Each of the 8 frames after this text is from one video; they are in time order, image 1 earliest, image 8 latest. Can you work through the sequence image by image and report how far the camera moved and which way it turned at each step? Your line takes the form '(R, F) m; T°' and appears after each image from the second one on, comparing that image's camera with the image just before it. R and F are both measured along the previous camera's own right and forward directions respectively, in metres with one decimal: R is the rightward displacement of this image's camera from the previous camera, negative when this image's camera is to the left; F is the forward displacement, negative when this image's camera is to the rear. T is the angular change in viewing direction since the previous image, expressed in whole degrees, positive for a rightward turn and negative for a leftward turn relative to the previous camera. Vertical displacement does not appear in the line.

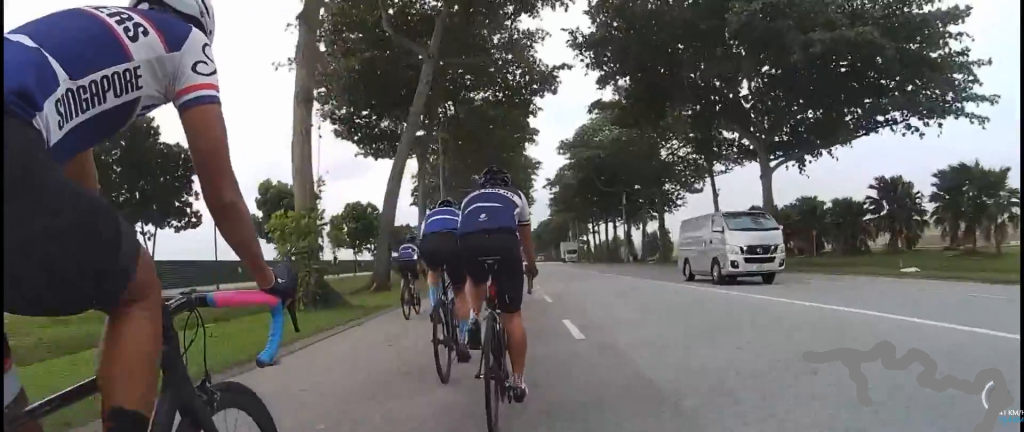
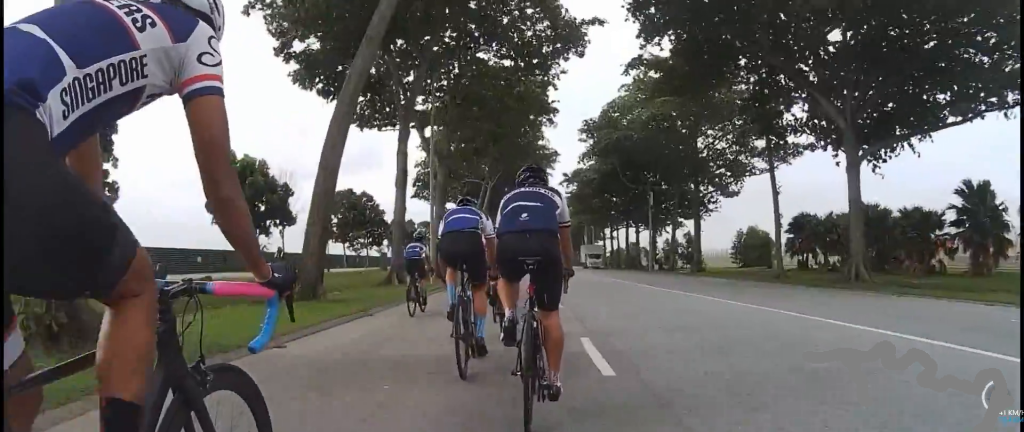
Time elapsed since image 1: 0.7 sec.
(-0.3, +7.7) m; 0°
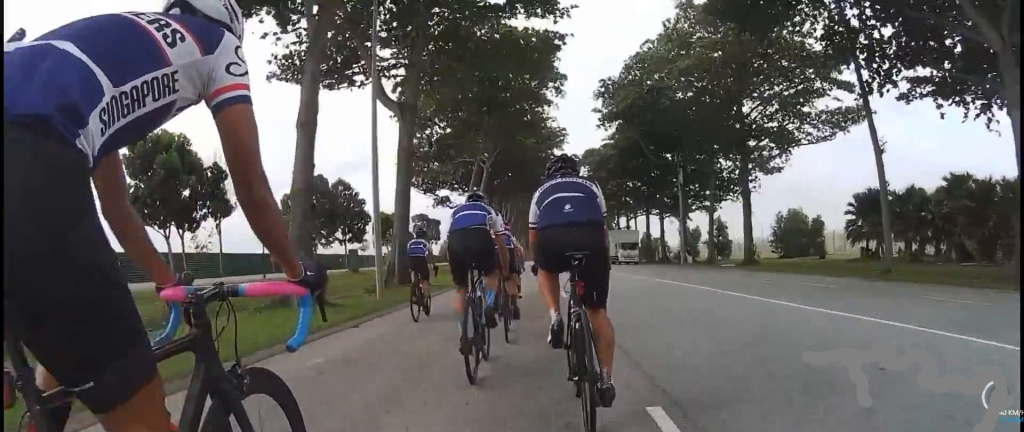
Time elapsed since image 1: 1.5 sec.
(+0.6, +9.7) m; 0°
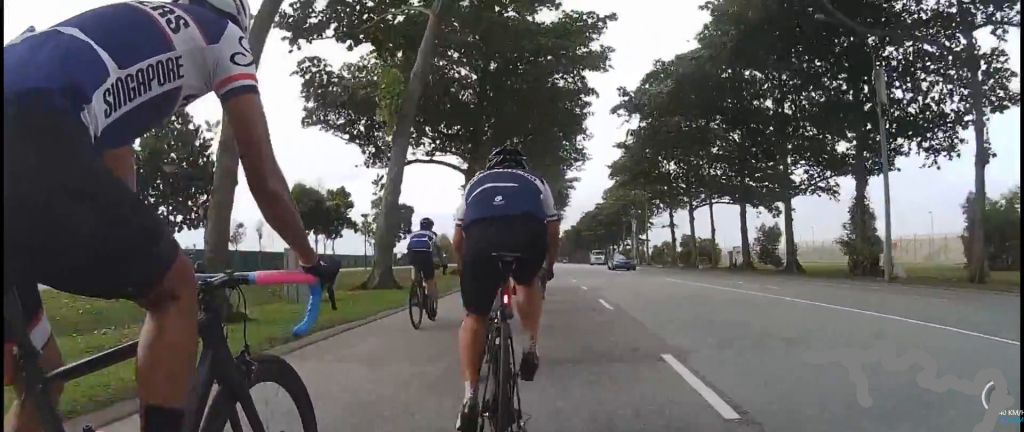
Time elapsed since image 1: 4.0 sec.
(-1.1, +27.5) m; 0°
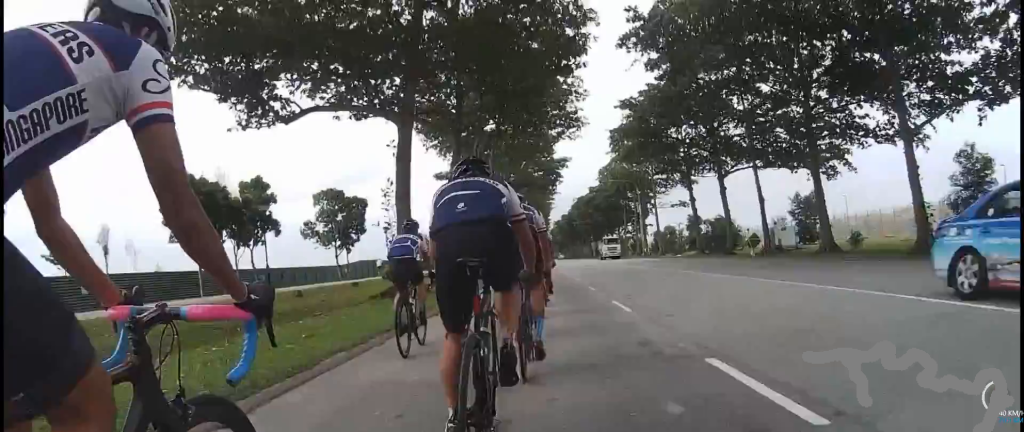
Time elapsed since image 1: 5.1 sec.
(0.0, +12.9) m; +2°
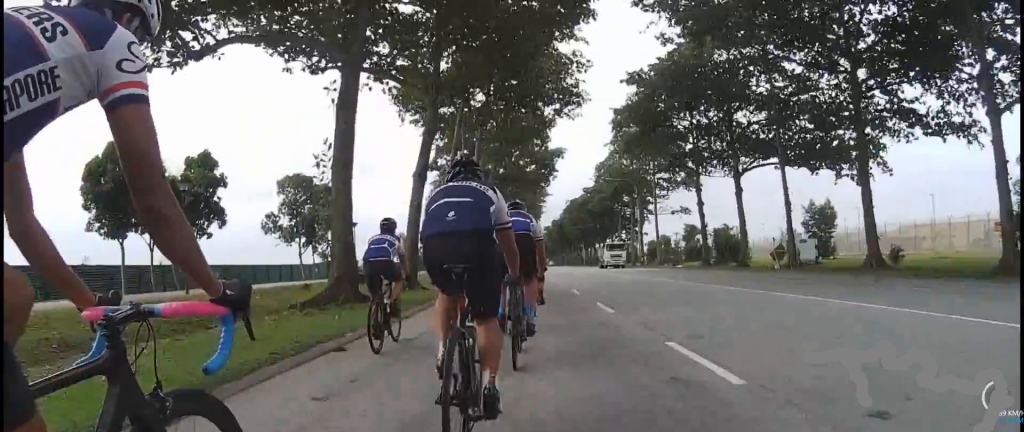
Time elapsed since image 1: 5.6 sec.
(-0.4, +5.2) m; +1°
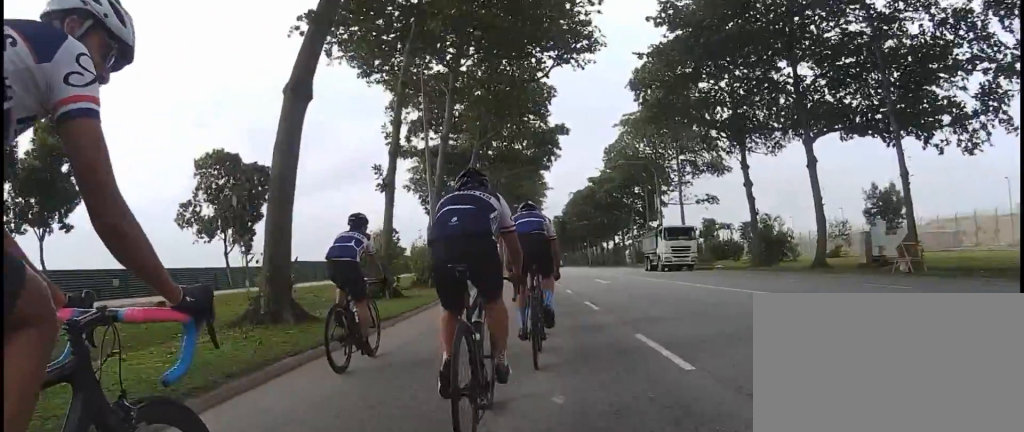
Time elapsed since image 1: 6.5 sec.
(+1.3, +10.9) m; -3°
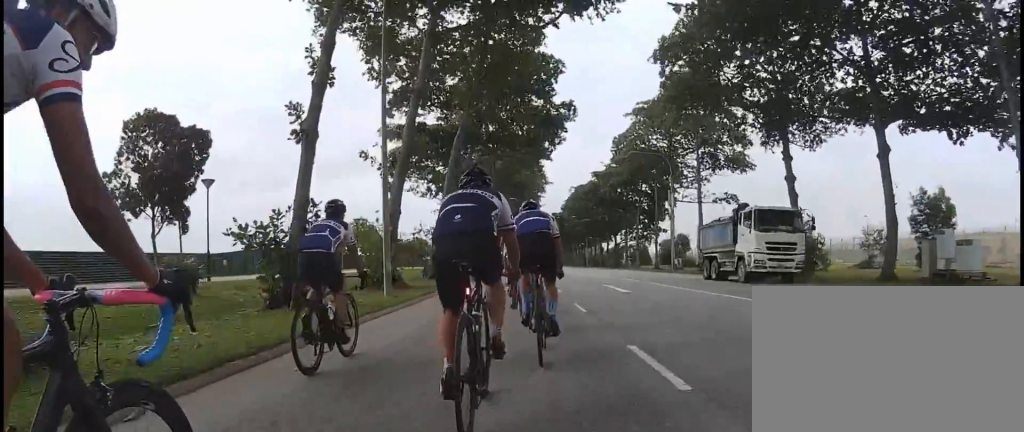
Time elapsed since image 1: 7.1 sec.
(-1.0, +6.4) m; 0°
